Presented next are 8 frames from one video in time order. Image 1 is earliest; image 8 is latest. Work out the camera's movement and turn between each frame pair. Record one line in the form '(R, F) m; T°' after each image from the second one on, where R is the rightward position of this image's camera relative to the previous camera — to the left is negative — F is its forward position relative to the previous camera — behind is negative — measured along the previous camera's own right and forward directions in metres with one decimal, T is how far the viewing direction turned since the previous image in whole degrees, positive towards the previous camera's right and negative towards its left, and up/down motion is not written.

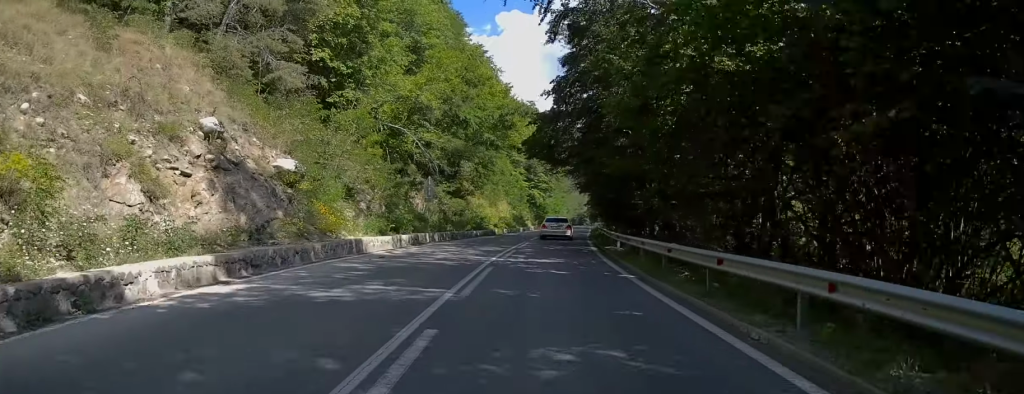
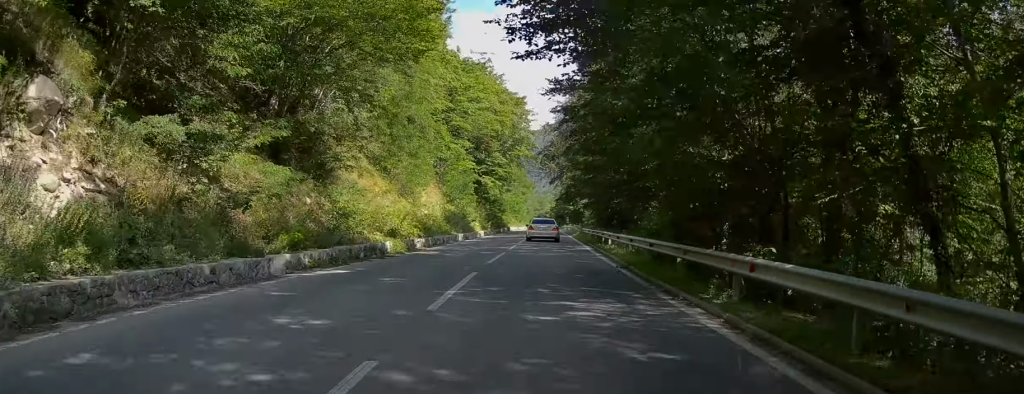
(+0.7, +29.6) m; +2°
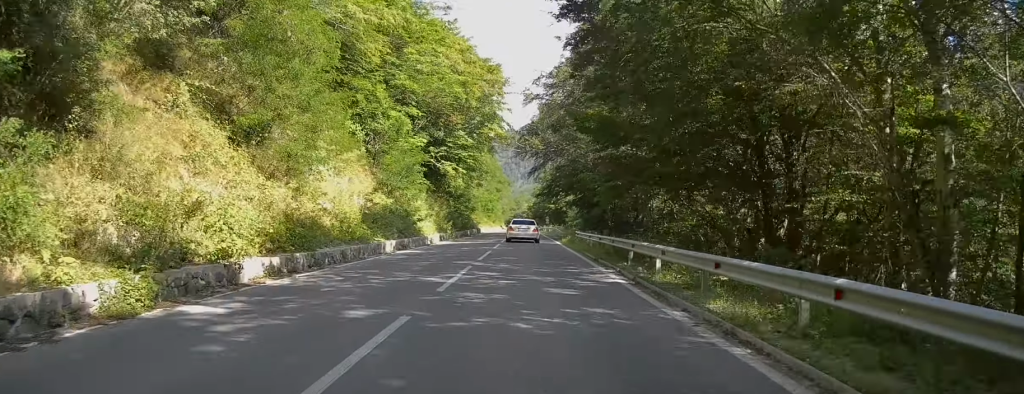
(+0.1, +15.3) m; +1°
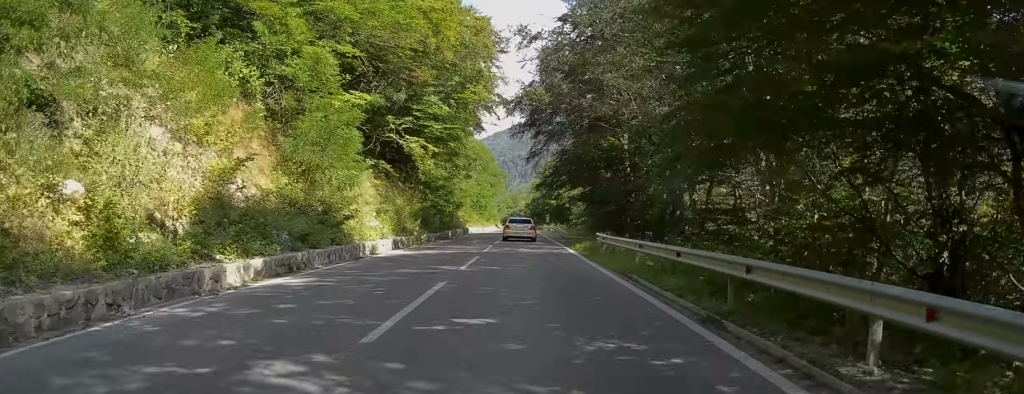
(+0.2, +13.6) m; +1°
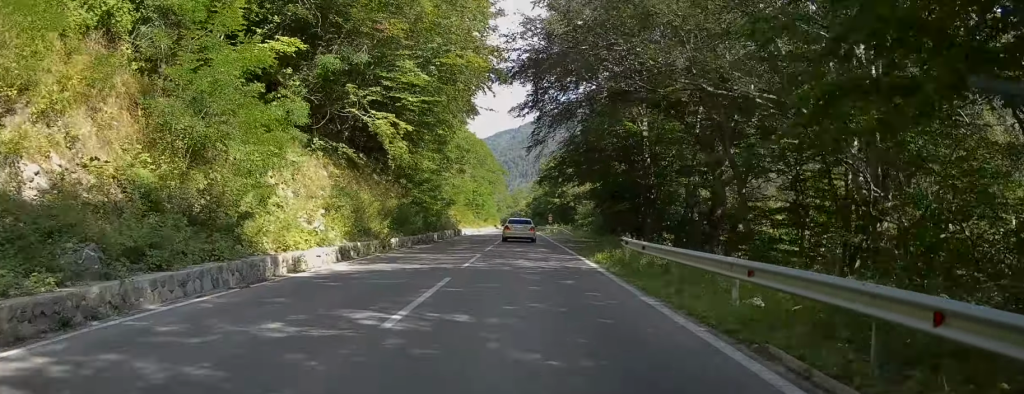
(+0.1, +8.1) m; 0°
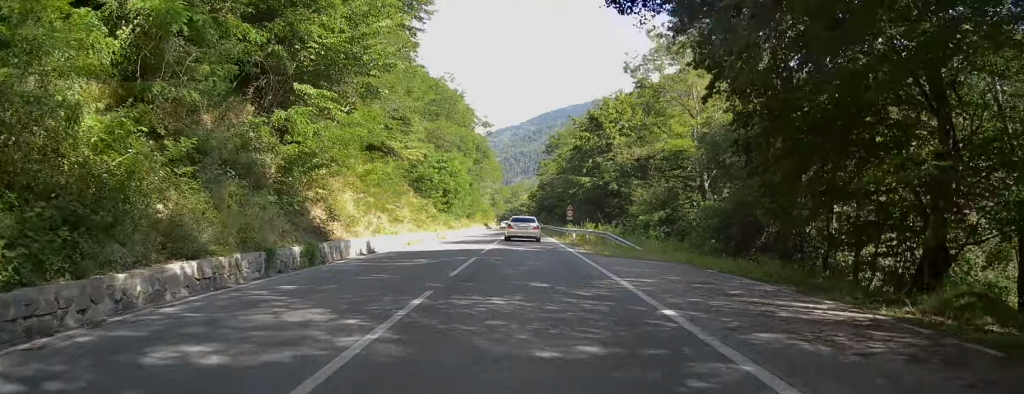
(-0.8, +38.5) m; -3°
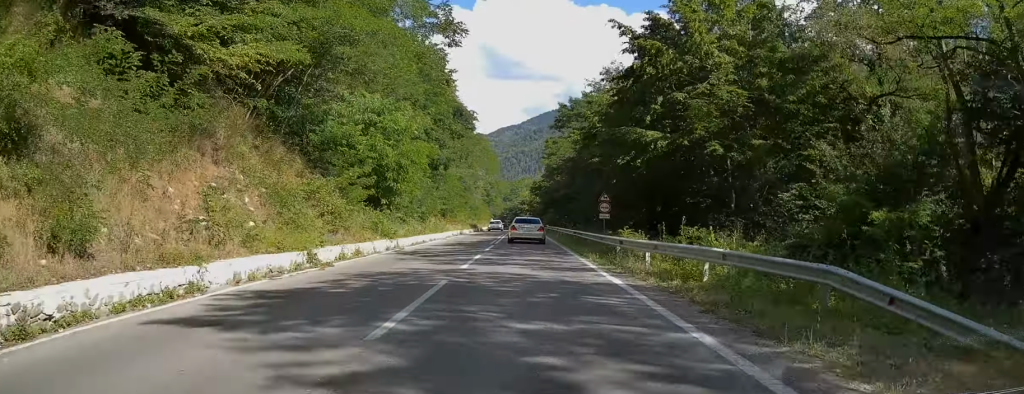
(-0.1, +25.1) m; +1°
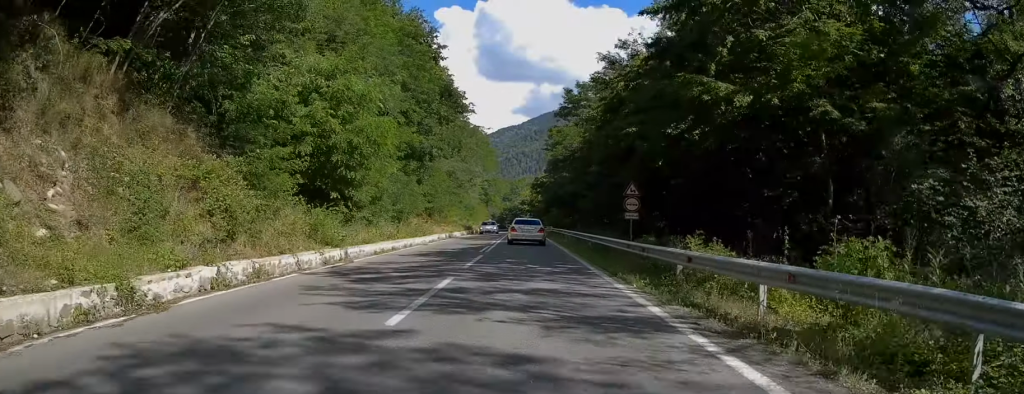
(0.0, +8.4) m; +1°
